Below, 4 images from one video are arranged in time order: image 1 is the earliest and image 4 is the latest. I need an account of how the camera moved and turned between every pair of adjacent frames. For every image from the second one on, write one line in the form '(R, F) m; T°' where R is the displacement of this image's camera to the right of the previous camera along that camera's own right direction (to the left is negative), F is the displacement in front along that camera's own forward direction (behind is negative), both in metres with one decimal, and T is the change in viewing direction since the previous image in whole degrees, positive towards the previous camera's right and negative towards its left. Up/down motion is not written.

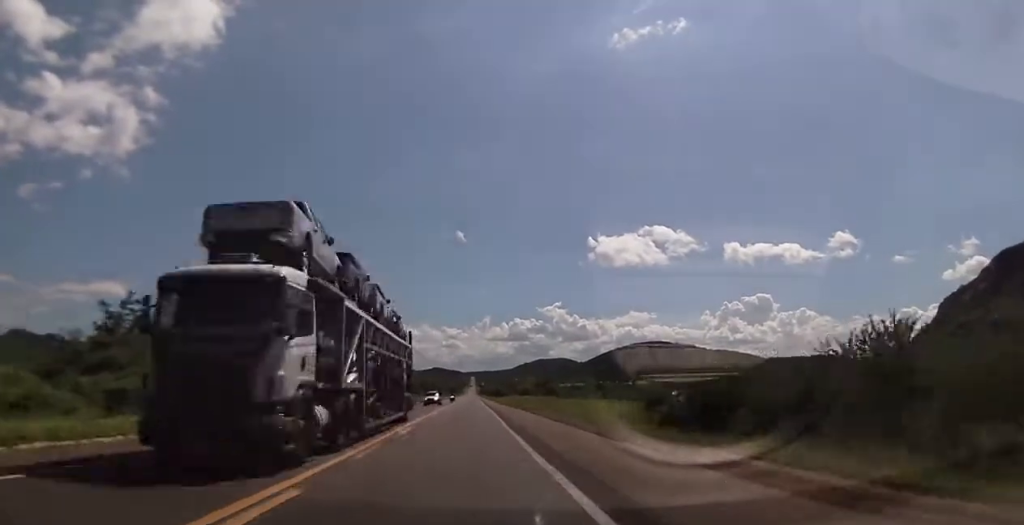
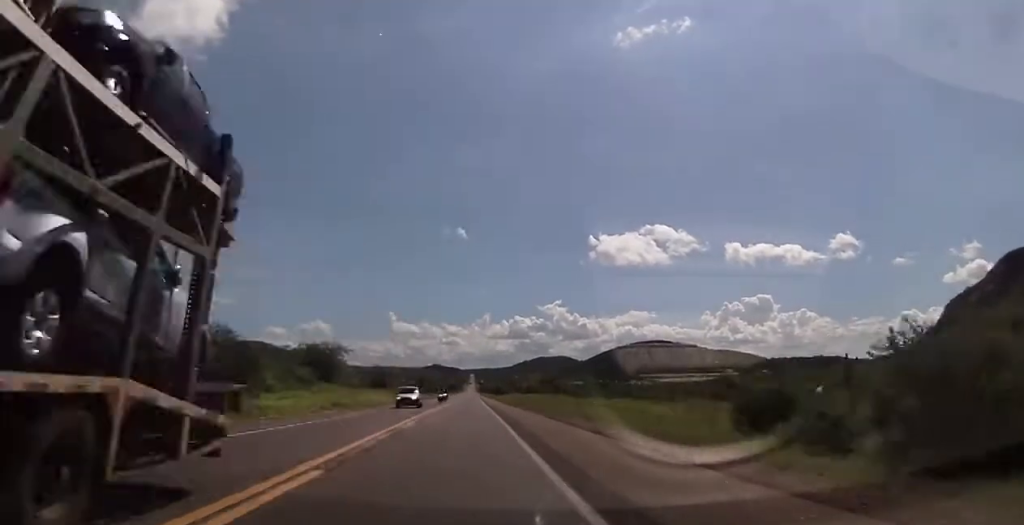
(0.0, +13.4) m; 0°
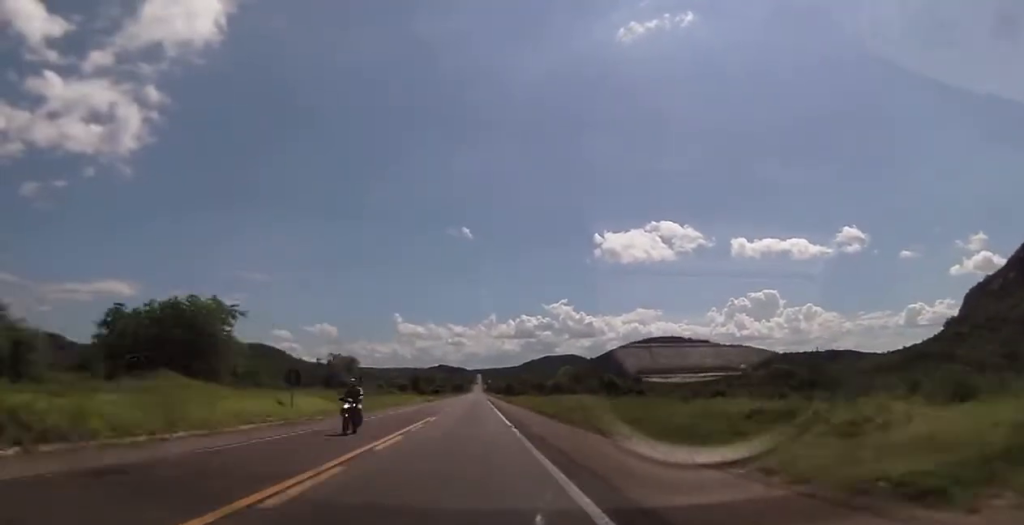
(0.0, +37.0) m; +1°
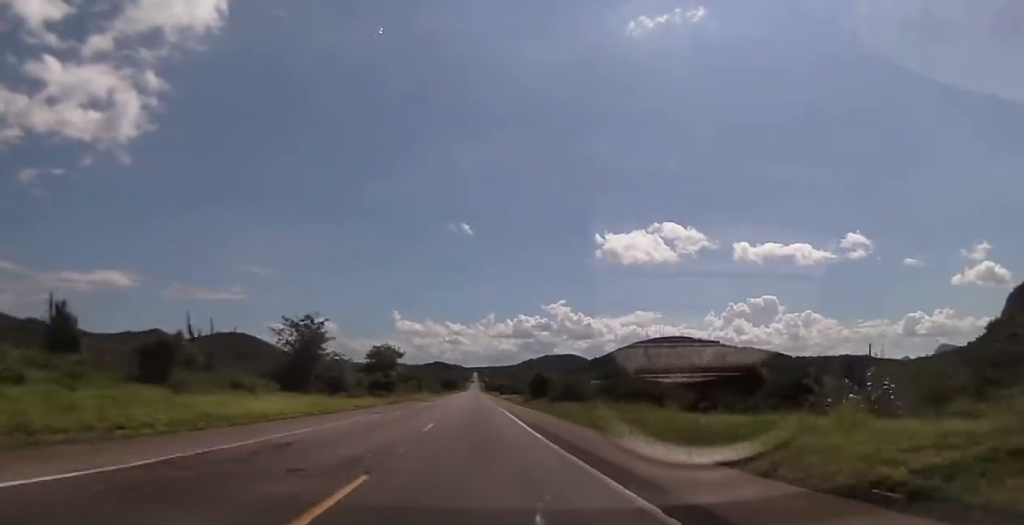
(-1.2, +103.0) m; -1°
